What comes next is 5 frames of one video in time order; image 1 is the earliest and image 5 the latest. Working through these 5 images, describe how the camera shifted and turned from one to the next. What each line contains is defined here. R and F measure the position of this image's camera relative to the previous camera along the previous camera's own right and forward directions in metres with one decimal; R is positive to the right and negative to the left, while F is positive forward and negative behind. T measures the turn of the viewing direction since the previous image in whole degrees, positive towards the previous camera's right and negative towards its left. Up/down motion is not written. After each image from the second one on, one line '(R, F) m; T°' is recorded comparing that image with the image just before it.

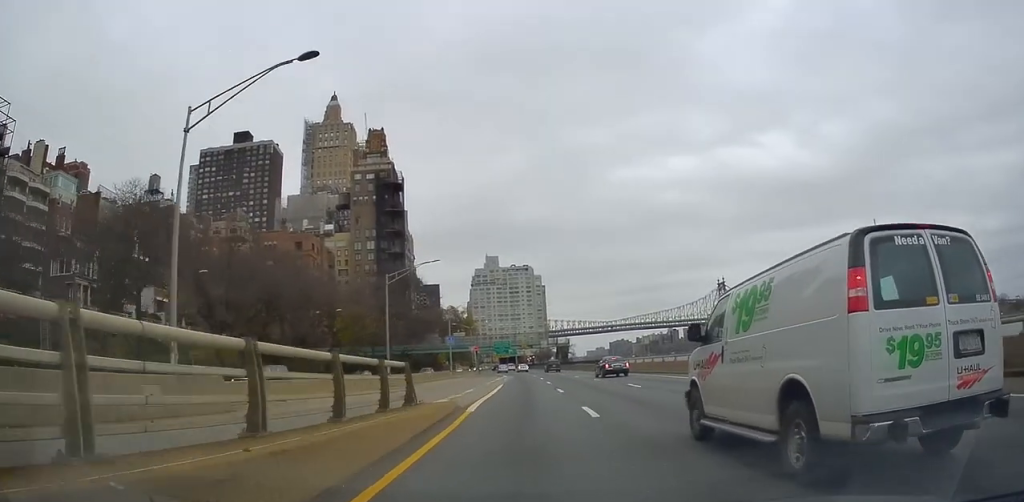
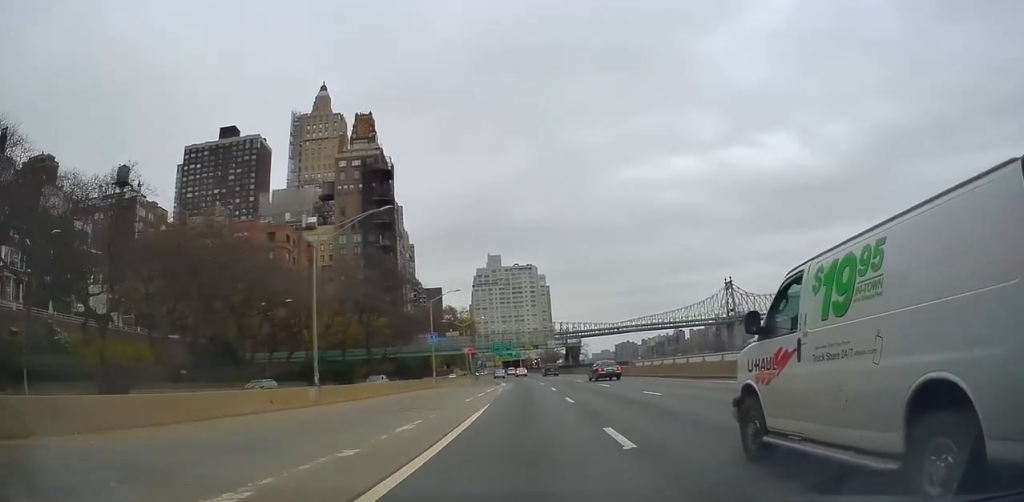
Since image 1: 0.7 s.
(+0.1, +16.5) m; 0°
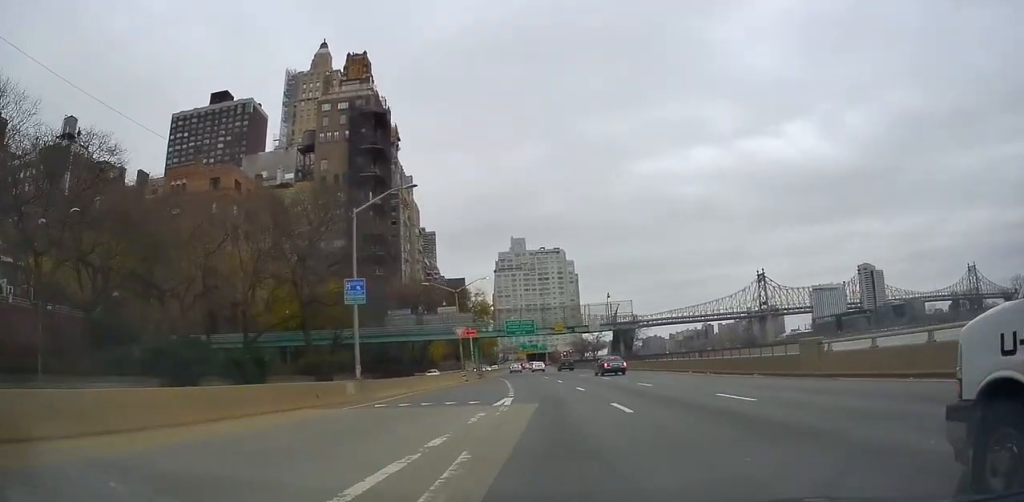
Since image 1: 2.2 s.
(-0.4, +32.7) m; -2°
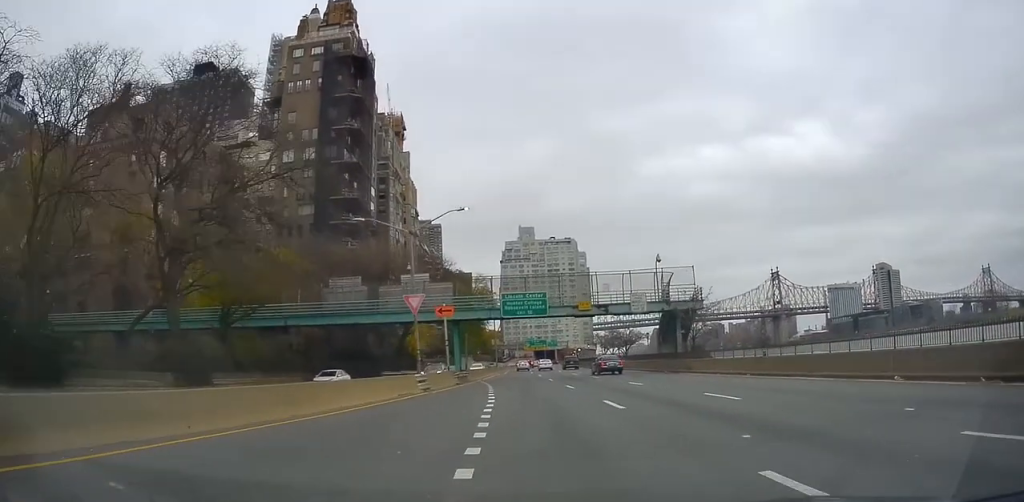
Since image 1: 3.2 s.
(-0.1, +23.6) m; -1°
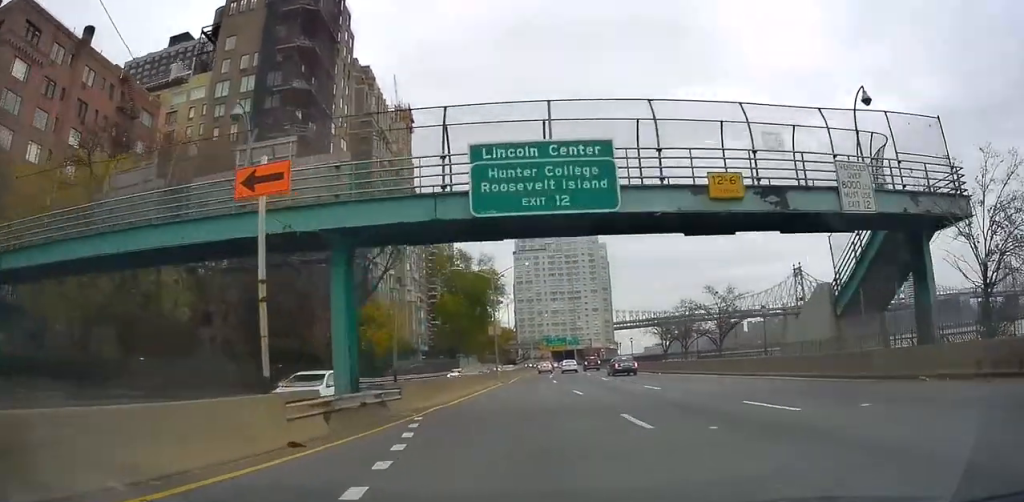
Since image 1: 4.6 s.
(-0.5, +29.4) m; -1°
